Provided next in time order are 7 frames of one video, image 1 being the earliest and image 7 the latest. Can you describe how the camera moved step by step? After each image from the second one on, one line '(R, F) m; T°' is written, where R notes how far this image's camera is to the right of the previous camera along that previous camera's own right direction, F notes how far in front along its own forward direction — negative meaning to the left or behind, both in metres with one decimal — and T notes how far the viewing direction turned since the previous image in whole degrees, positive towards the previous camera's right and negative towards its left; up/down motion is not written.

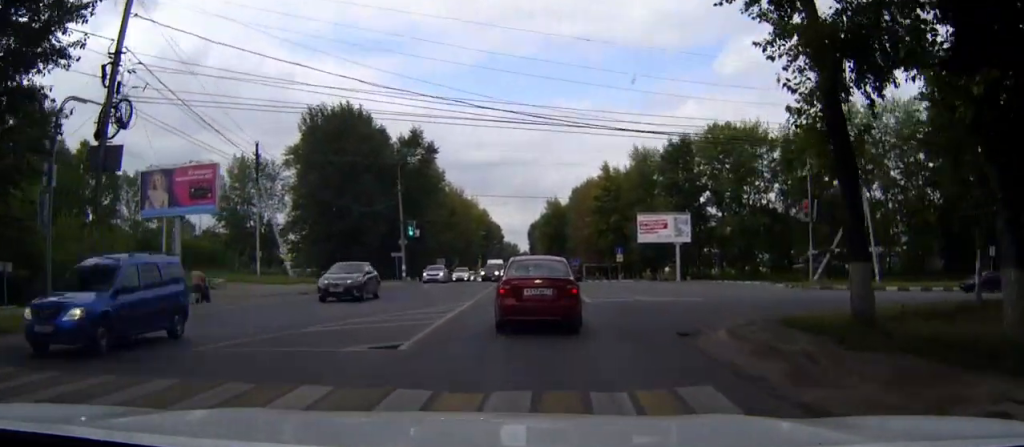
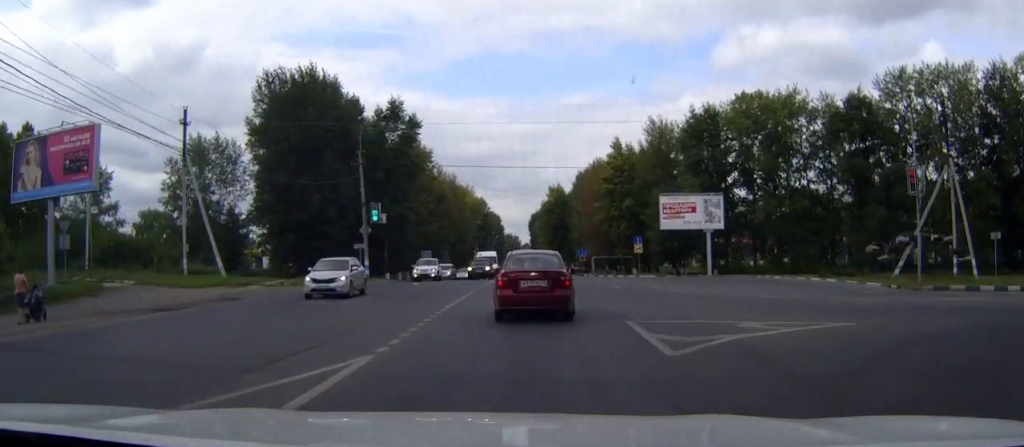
(0.0, +14.8) m; 0°
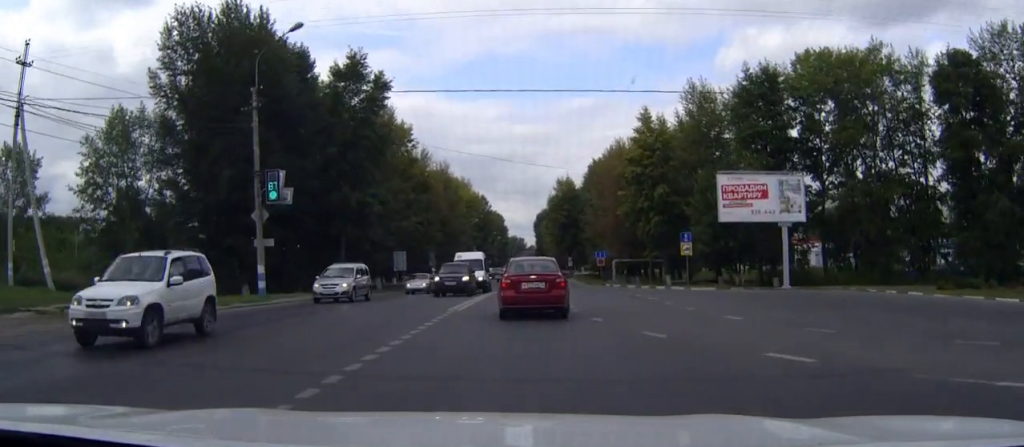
(-0.4, +21.3) m; -2°
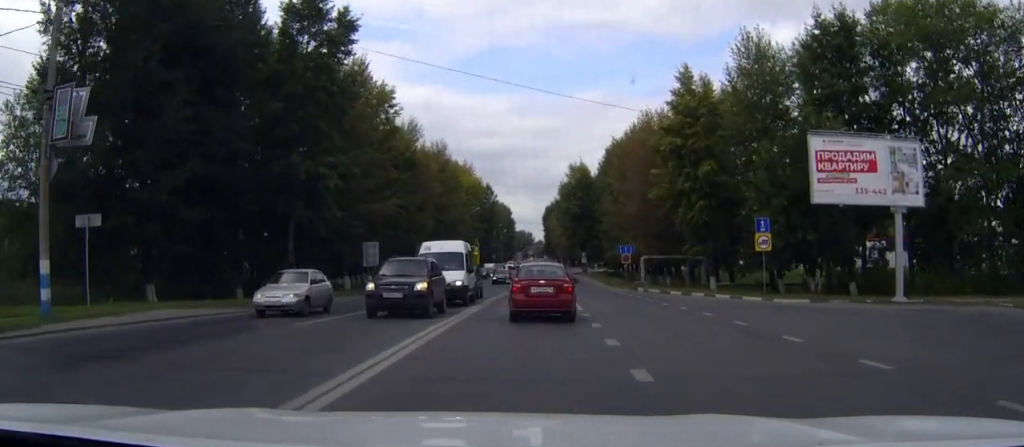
(0.0, +16.1) m; 0°
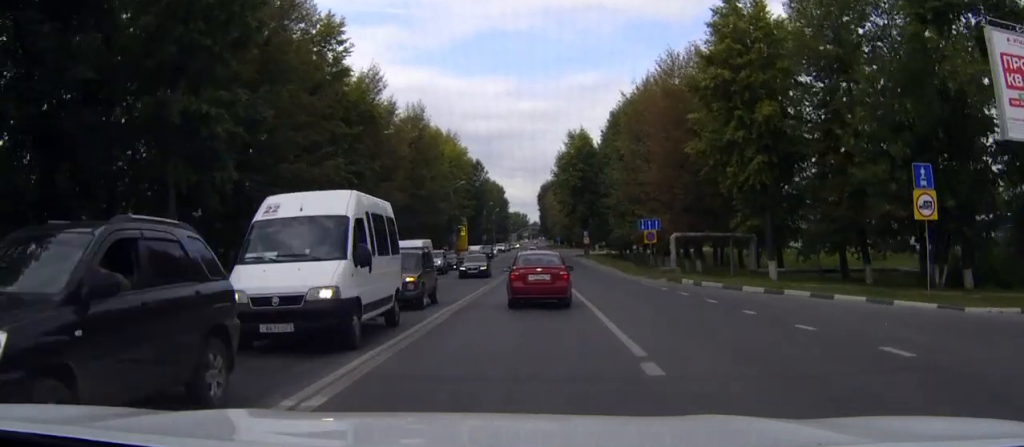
(0.0, +16.3) m; 0°
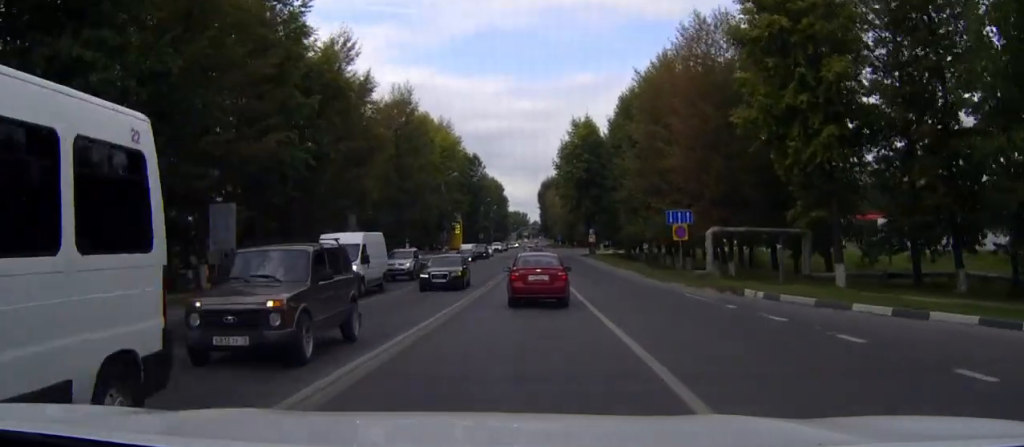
(+0.1, +10.3) m; 0°
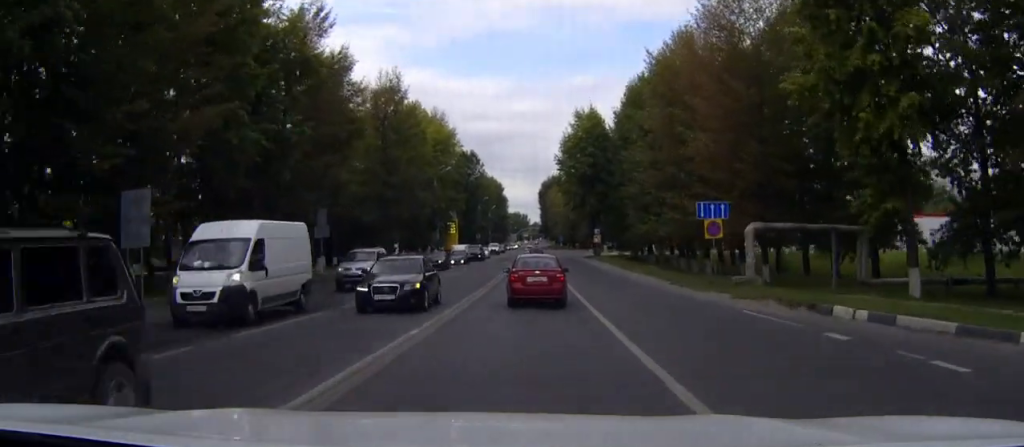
(0.0, +7.2) m; 0°
